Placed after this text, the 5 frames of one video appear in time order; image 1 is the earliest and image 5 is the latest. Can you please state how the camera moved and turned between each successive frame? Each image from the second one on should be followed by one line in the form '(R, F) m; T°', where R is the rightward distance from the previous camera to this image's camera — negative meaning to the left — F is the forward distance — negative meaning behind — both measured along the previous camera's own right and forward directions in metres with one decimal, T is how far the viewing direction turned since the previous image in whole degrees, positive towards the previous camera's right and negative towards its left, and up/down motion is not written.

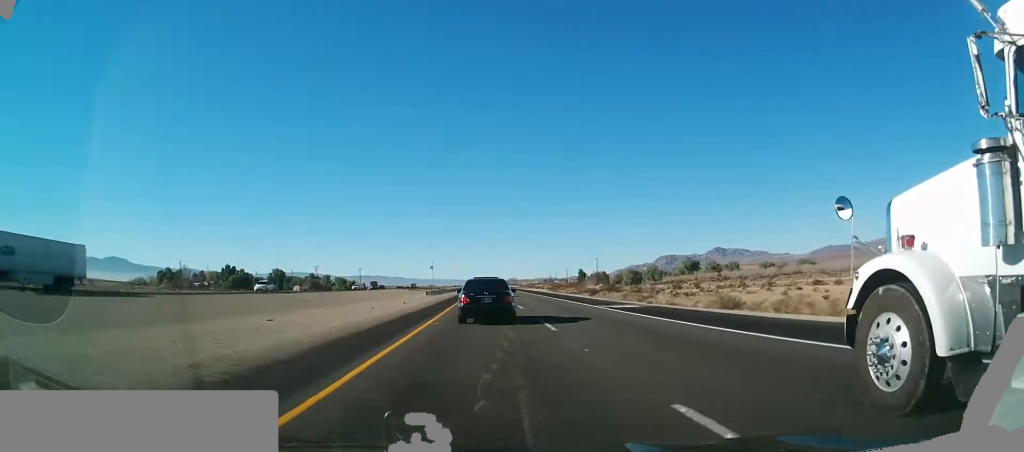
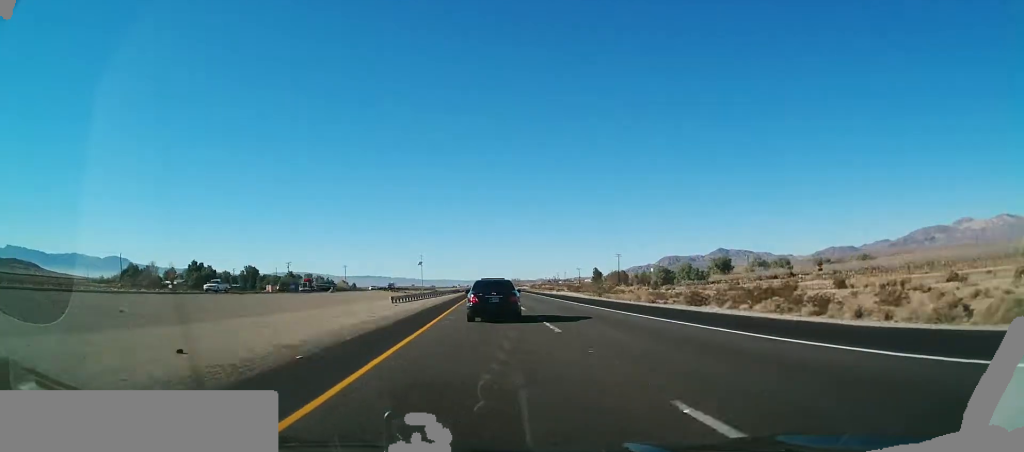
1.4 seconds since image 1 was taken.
(-0.5, +43.9) m; -1°
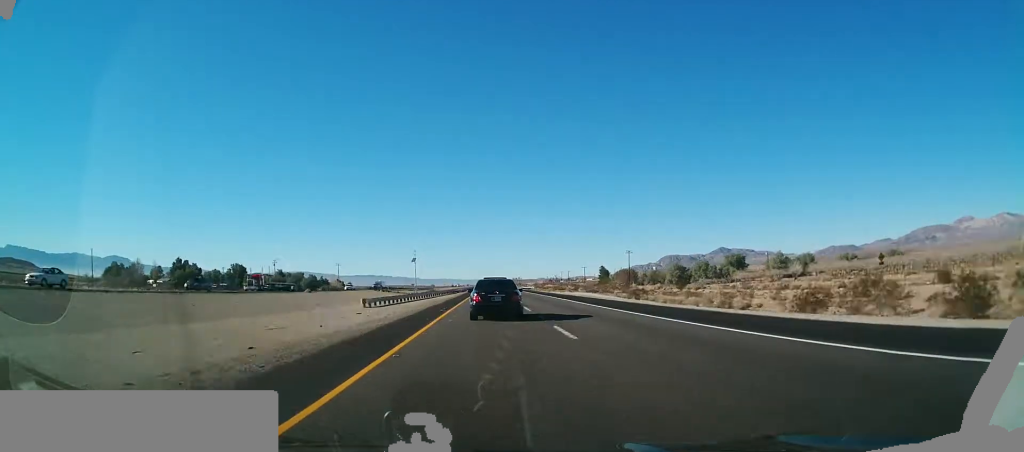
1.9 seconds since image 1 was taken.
(0.0, +17.0) m; 0°
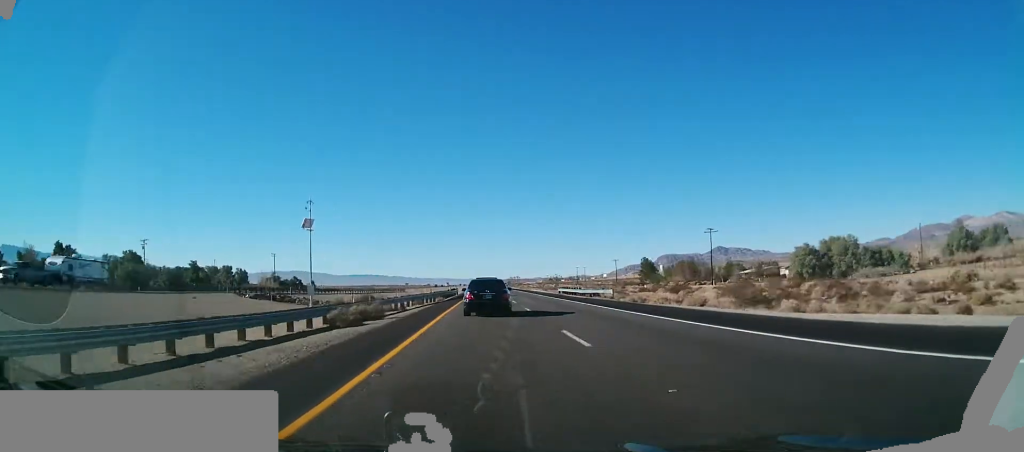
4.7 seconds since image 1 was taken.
(+0.6, +89.3) m; 0°
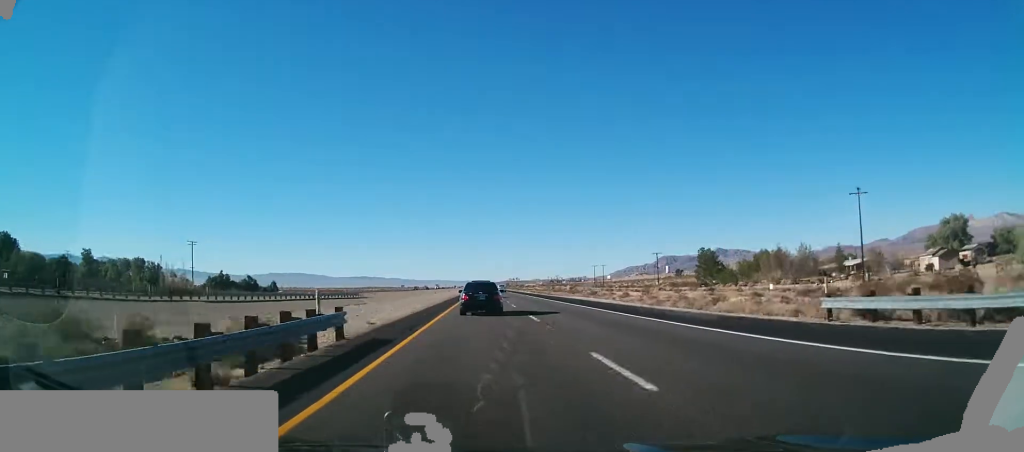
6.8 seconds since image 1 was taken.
(+0.8, +63.4) m; +1°
